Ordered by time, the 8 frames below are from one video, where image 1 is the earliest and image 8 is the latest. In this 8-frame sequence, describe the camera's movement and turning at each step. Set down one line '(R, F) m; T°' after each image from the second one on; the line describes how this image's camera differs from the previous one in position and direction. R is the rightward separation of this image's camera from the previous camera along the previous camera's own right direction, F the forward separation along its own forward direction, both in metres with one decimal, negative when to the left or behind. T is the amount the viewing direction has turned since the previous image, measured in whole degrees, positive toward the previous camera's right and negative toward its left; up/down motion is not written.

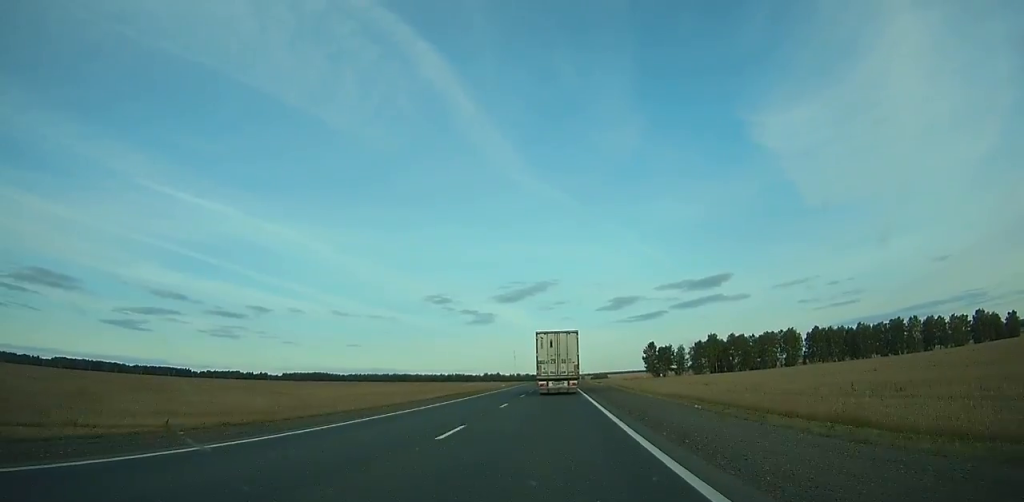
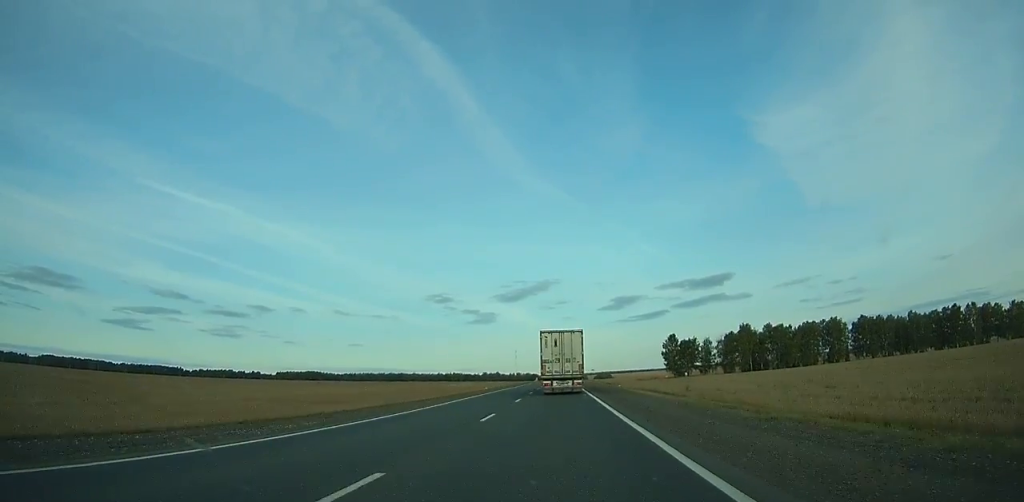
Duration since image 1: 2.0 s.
(+0.1, +43.4) m; 0°
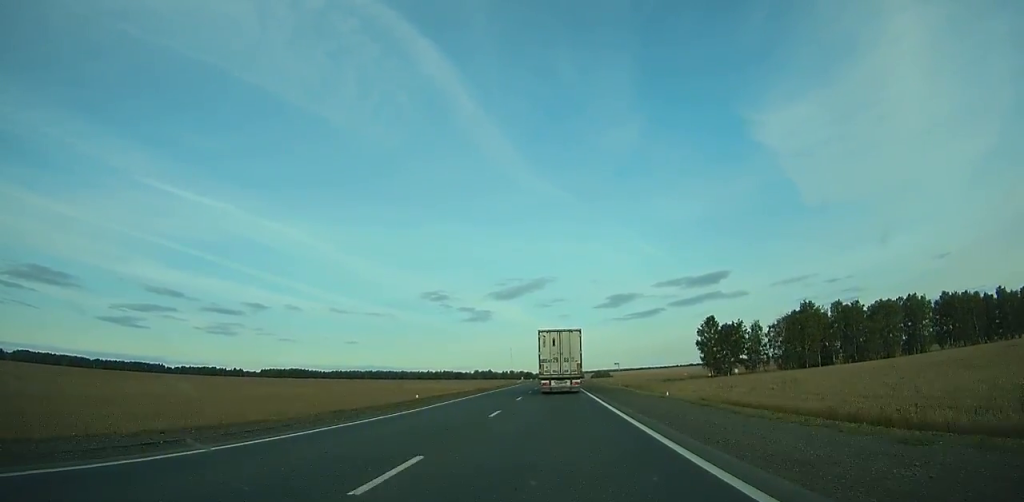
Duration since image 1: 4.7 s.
(+0.1, +58.3) m; 0°
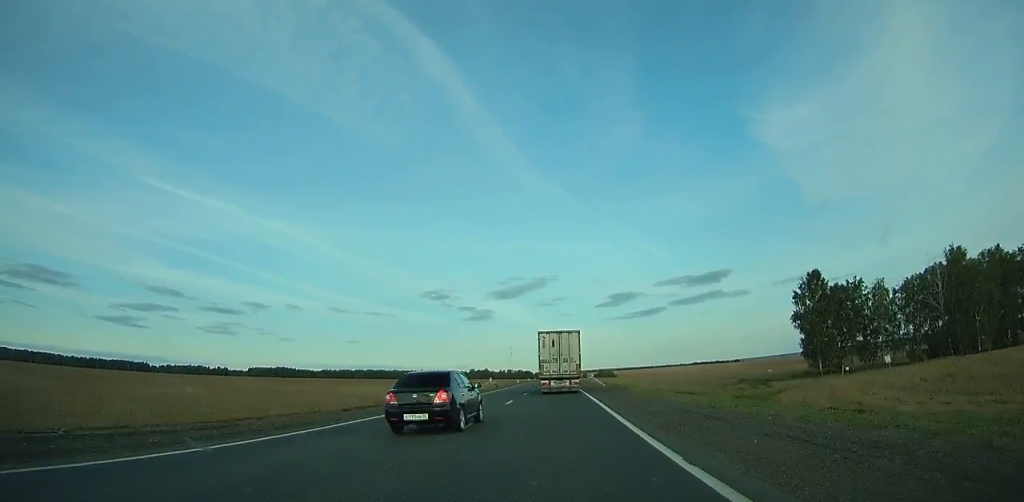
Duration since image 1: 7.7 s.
(+0.1, +64.3) m; 0°
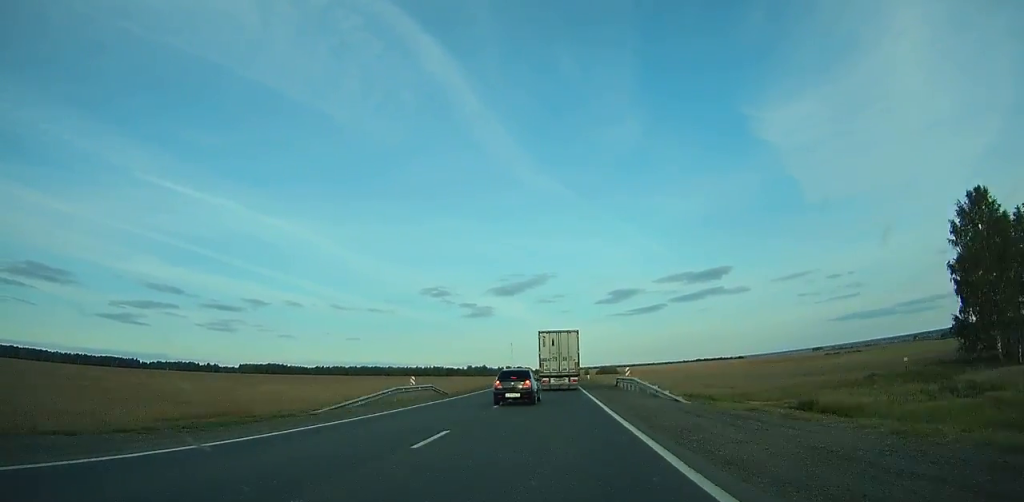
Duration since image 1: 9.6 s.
(+0.2, +40.6) m; 0°
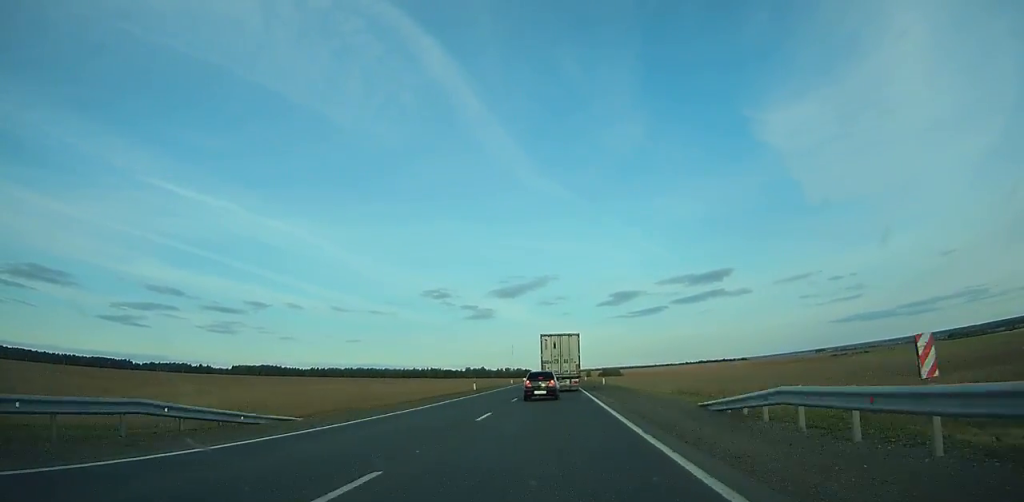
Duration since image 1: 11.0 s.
(0.0, +29.9) m; 0°
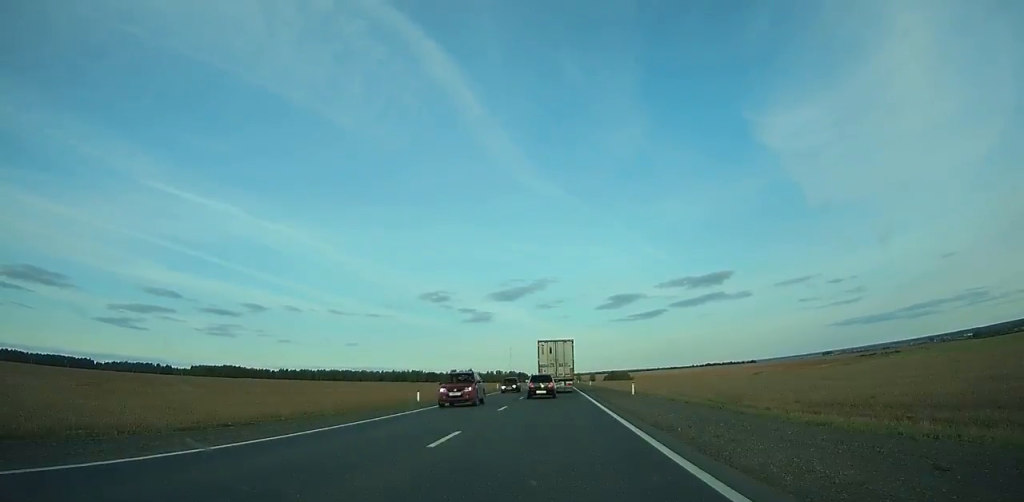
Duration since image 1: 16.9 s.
(-1.2, +128.0) m; -1°
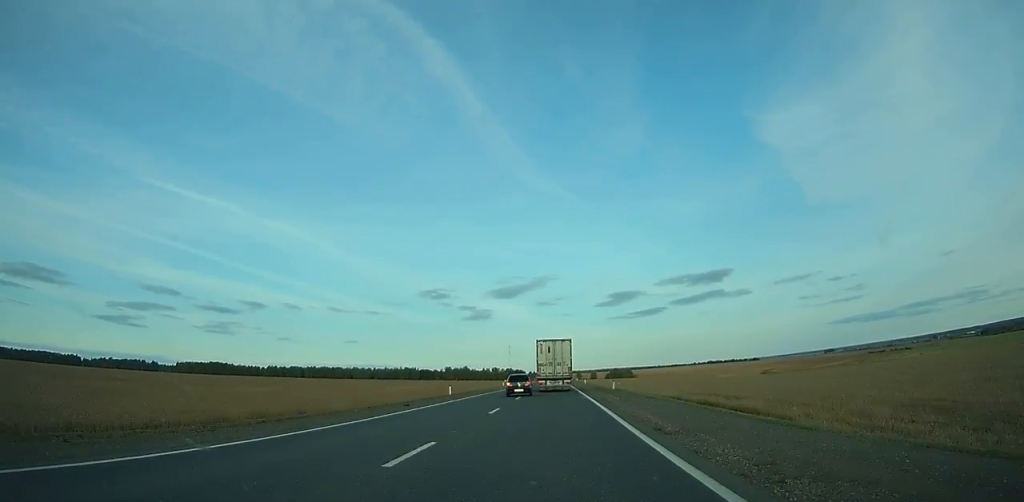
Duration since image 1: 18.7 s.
(-0.2, +39.9) m; 0°
